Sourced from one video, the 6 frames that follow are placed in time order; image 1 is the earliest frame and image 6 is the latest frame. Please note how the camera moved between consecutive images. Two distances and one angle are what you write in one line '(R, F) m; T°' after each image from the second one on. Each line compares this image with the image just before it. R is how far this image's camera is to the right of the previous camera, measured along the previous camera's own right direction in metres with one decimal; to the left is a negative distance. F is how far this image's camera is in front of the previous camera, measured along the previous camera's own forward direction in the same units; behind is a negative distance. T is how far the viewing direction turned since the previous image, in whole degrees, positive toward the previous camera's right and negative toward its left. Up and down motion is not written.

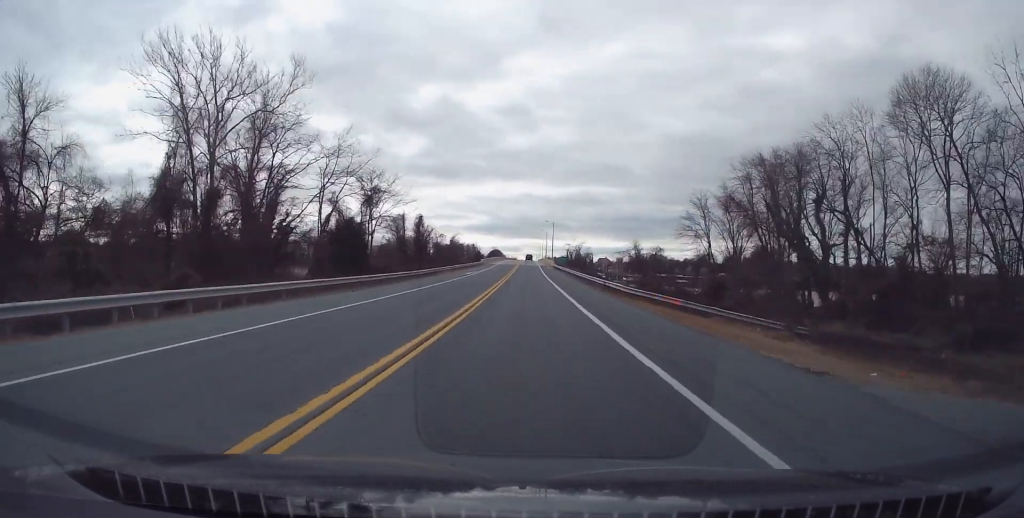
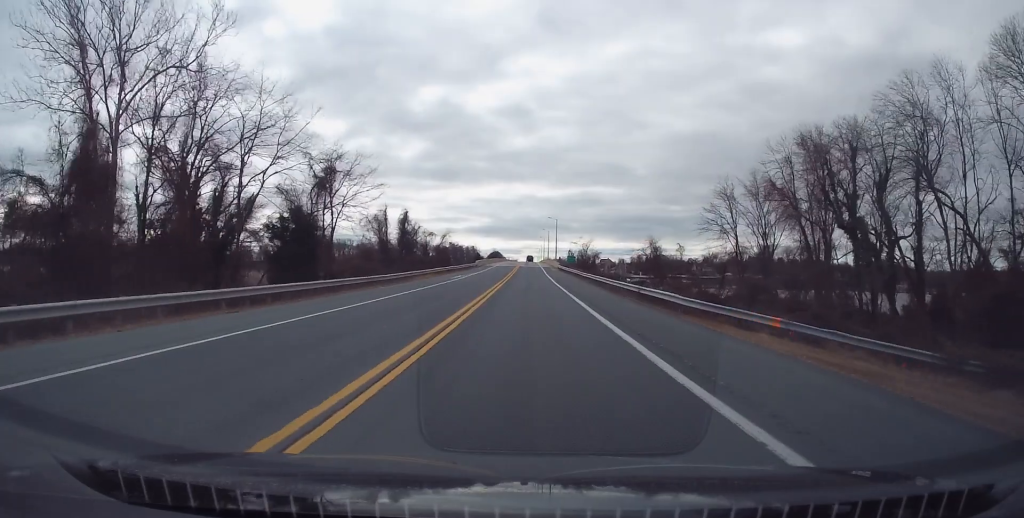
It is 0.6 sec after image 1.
(+0.2, +13.4) m; 0°
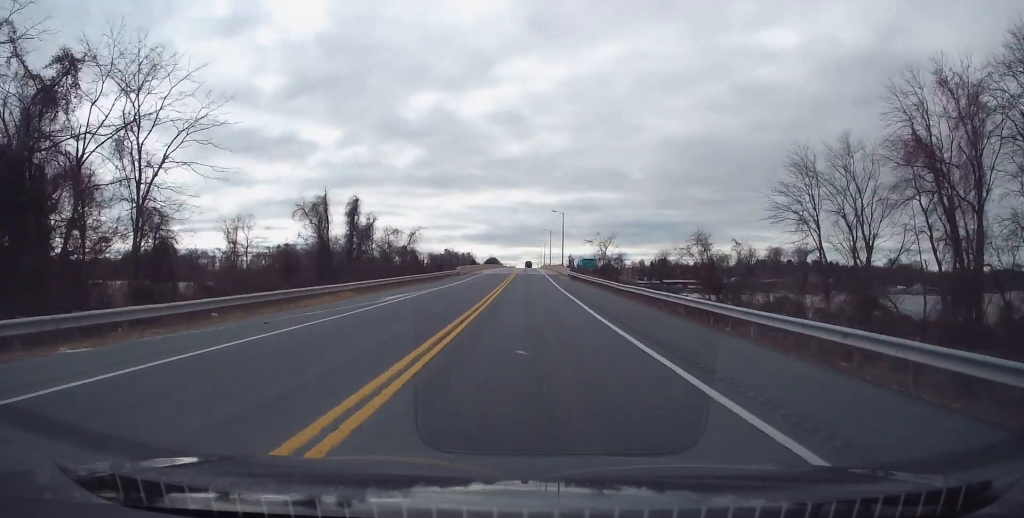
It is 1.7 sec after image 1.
(-0.3, +26.7) m; 0°
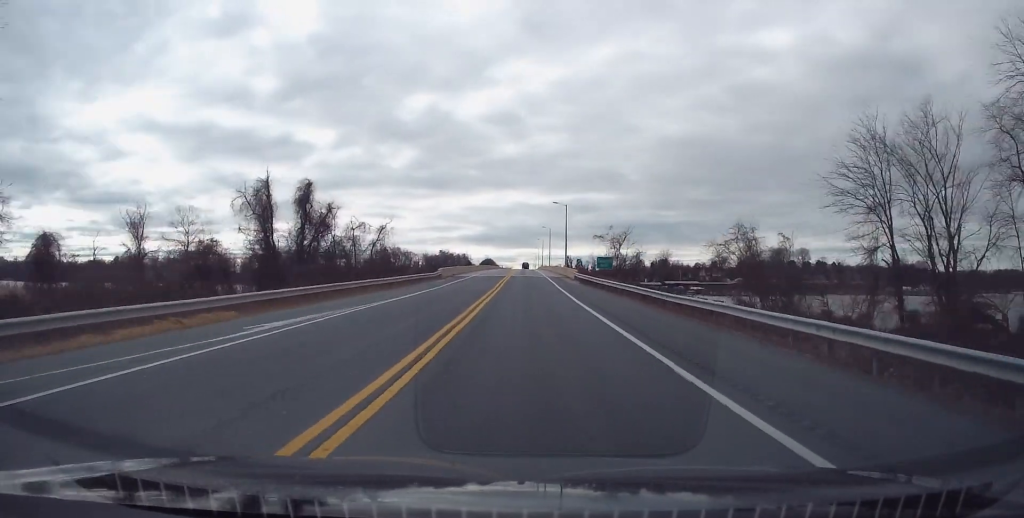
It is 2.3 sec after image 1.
(0.0, +14.9) m; 0°
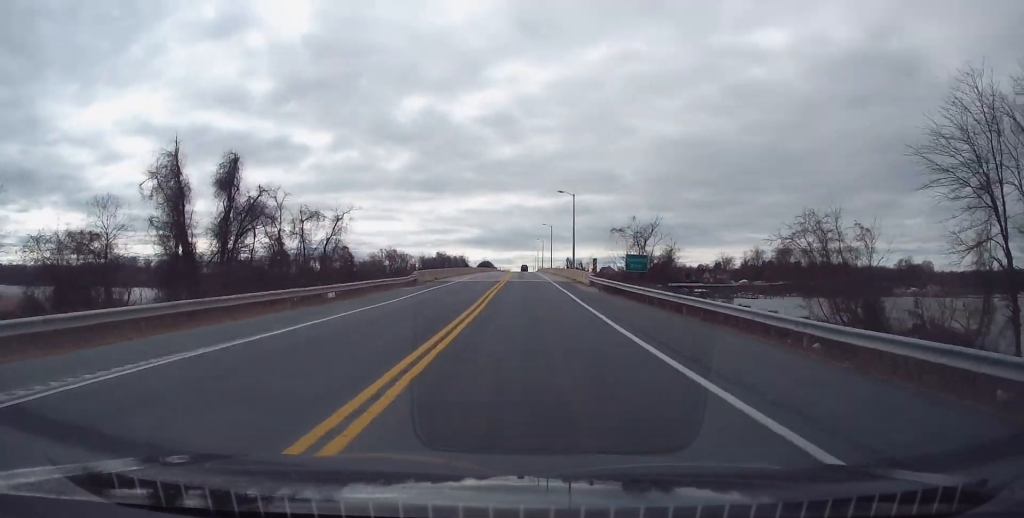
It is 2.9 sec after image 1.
(+0.4, +14.1) m; 0°
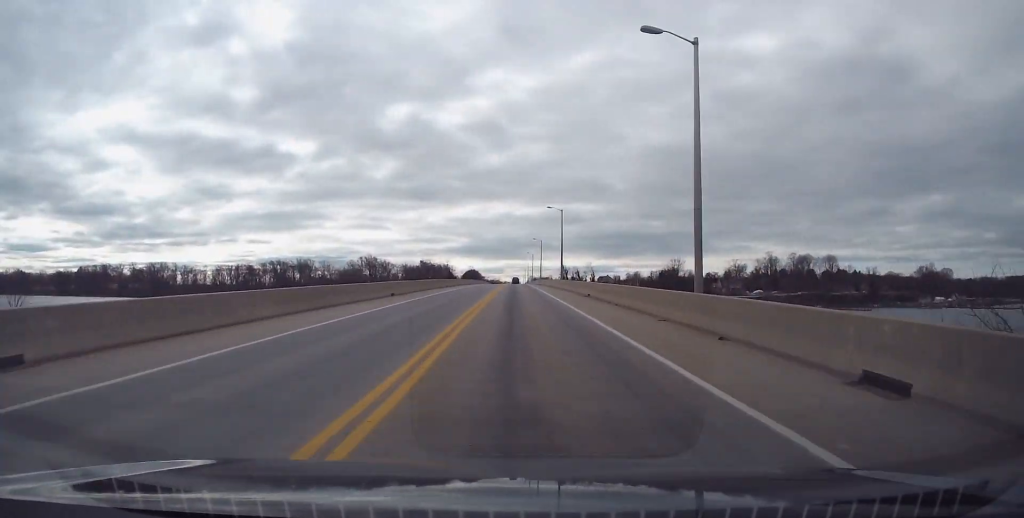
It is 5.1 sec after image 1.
(+0.1, +49.3) m; +1°
